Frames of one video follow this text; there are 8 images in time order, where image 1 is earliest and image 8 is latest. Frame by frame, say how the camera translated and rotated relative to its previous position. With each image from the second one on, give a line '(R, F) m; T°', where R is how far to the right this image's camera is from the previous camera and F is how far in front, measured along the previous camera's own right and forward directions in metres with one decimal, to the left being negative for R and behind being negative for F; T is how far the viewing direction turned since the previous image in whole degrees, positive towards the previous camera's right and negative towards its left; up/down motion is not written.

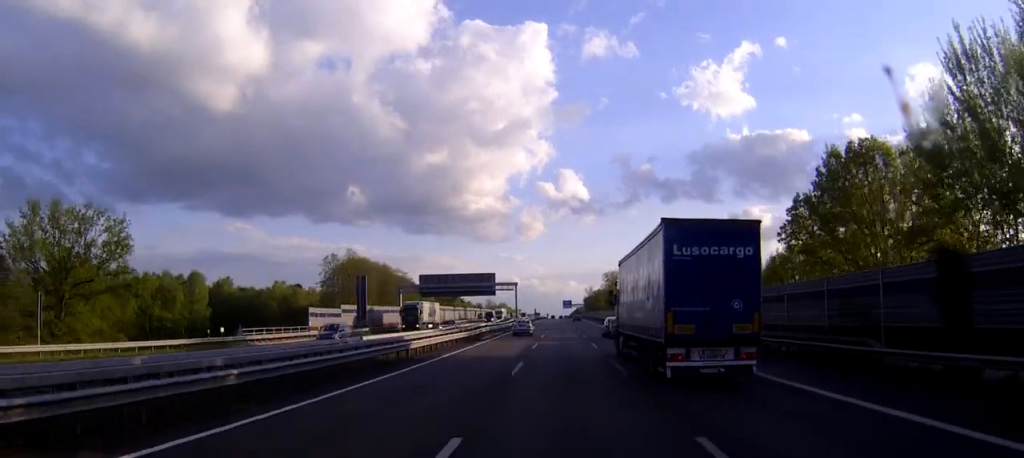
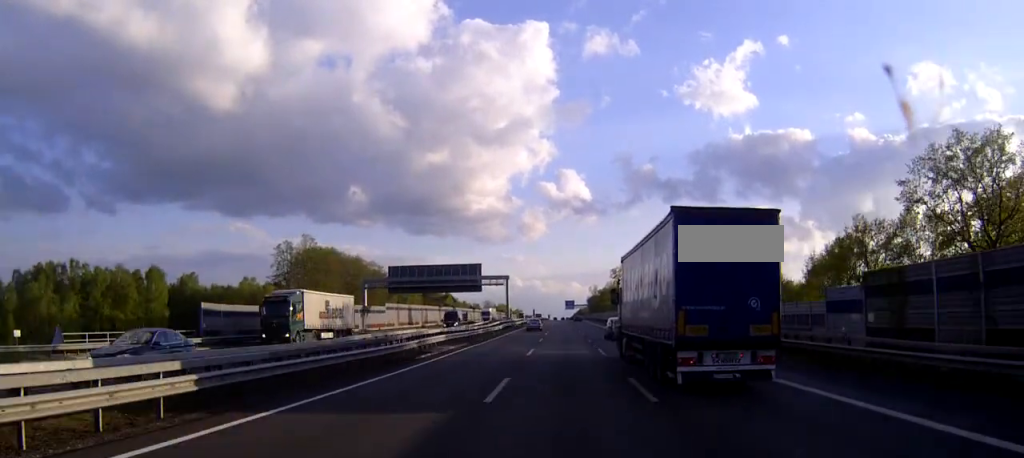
(0.0, +25.3) m; 0°
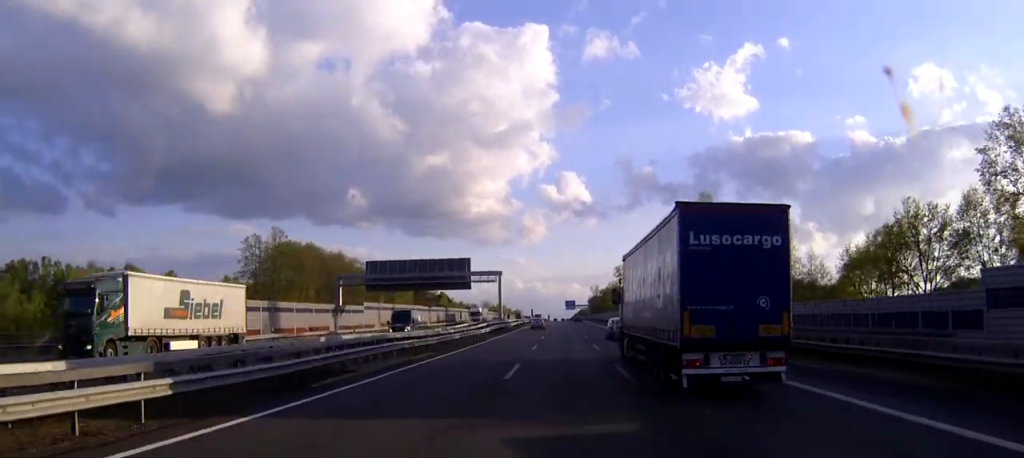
(0.0, +12.6) m; 0°
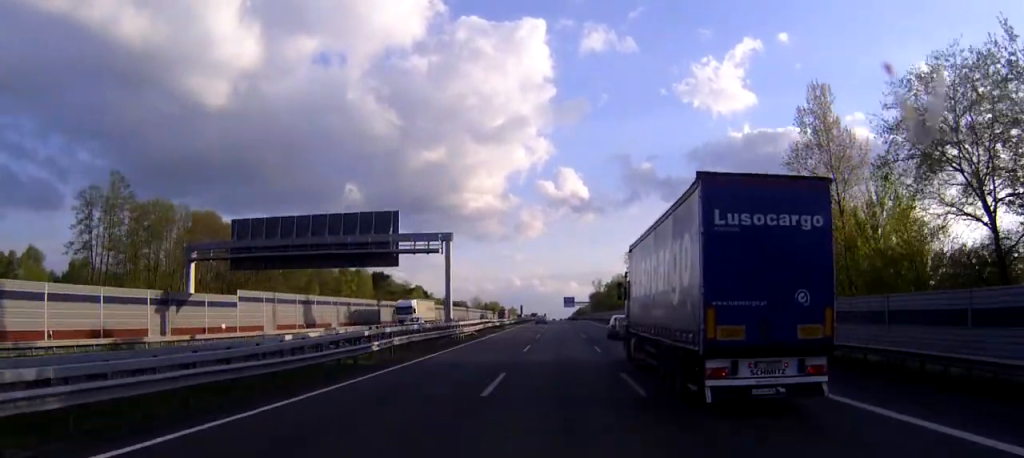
(0.0, +40.6) m; 0°
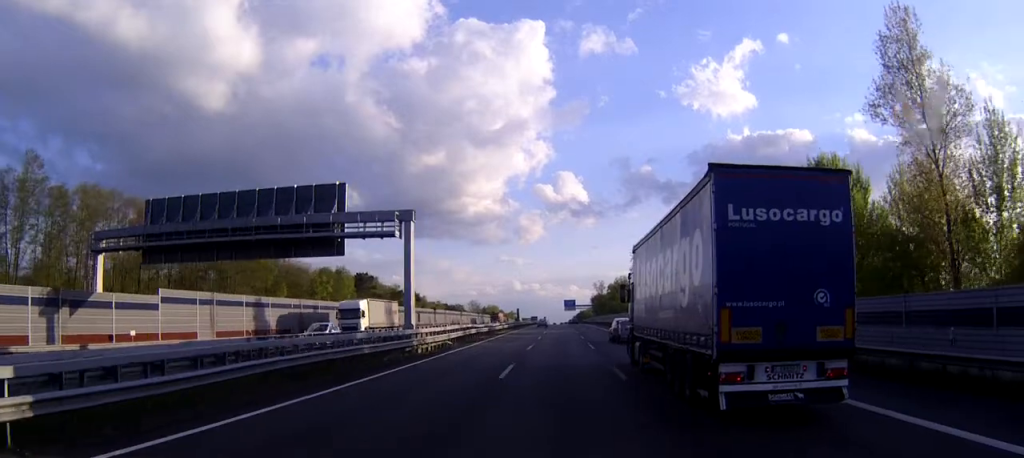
(0.0, +13.5) m; 0°
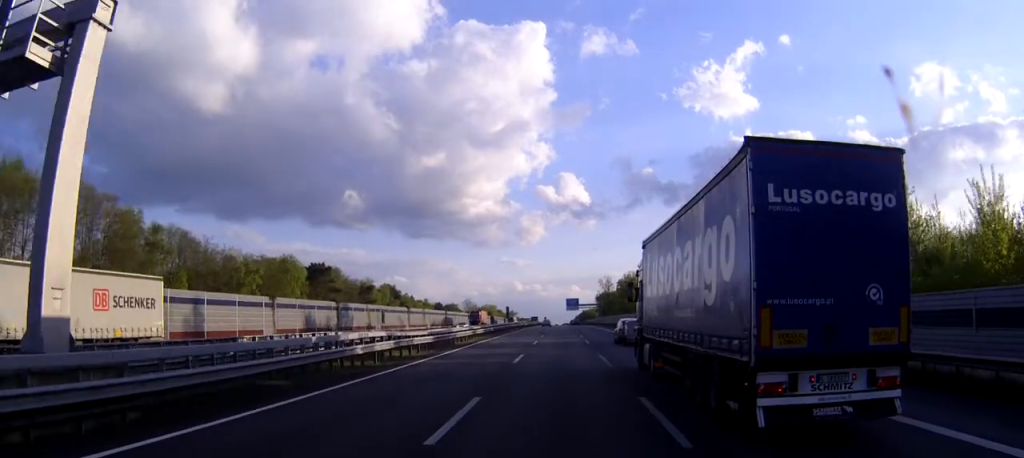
(0.0, +28.9) m; 0°
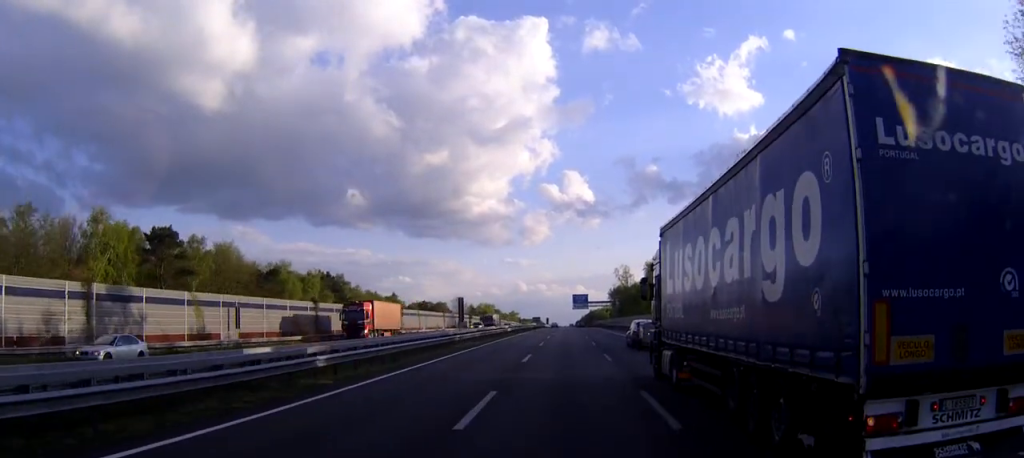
(-0.4, +52.1) m; -1°
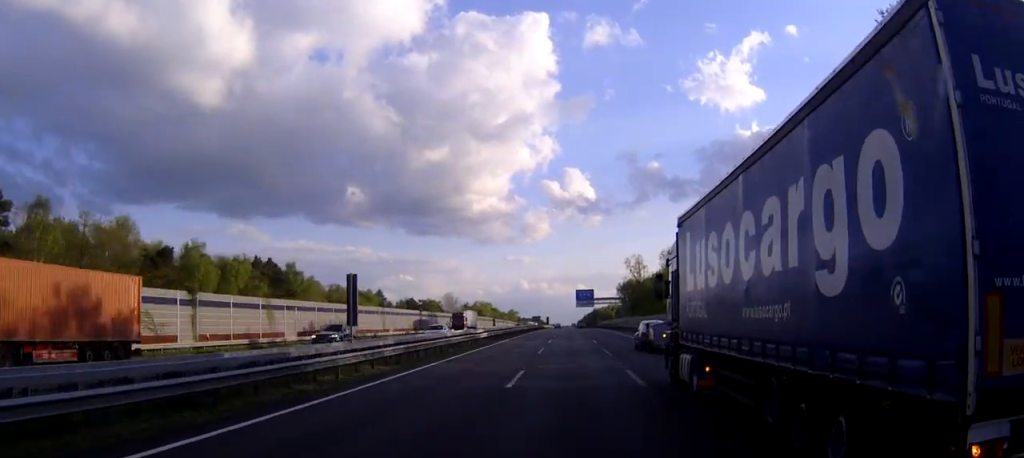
(0.0, +28.8) m; 0°
